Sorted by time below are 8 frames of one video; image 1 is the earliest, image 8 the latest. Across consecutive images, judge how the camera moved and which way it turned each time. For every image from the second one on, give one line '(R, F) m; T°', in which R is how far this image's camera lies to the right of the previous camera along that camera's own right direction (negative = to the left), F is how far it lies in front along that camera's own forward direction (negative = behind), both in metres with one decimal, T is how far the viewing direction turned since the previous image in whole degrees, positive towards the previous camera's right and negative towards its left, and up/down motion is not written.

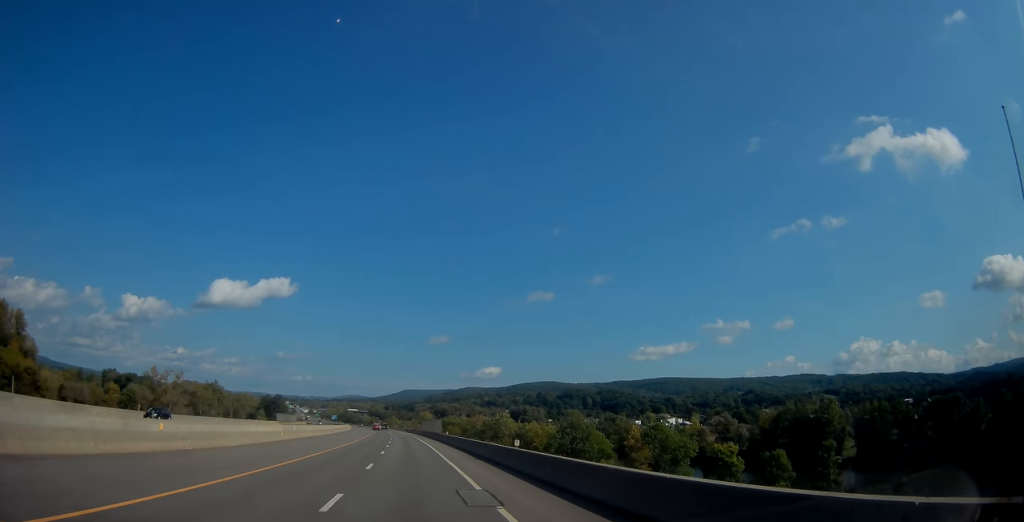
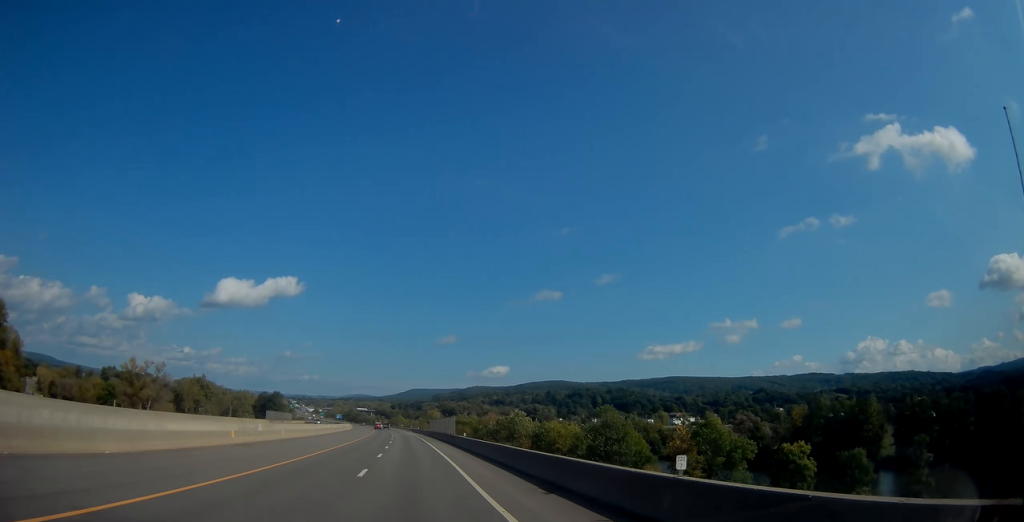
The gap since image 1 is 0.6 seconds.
(+0.3, +16.5) m; 0°
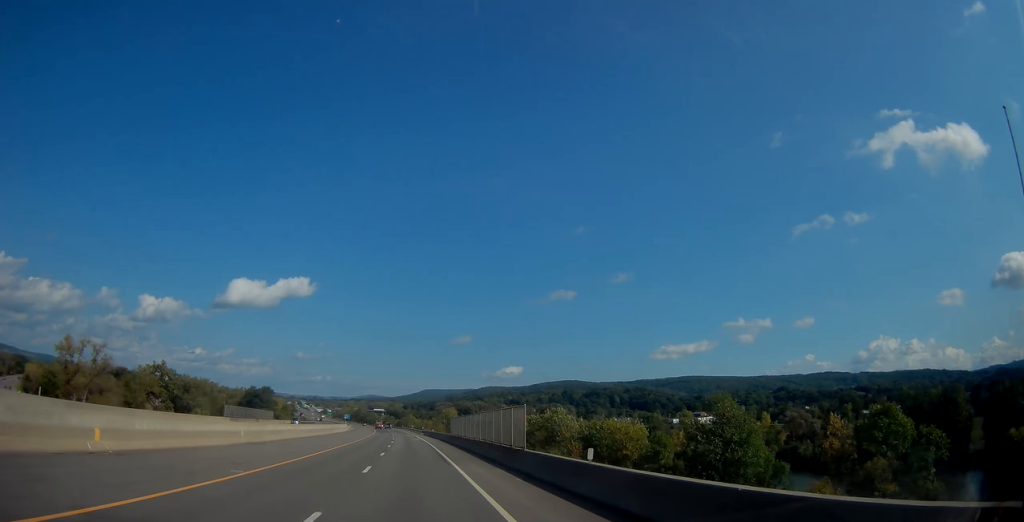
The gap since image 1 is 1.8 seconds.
(-0.7, +34.6) m; -2°
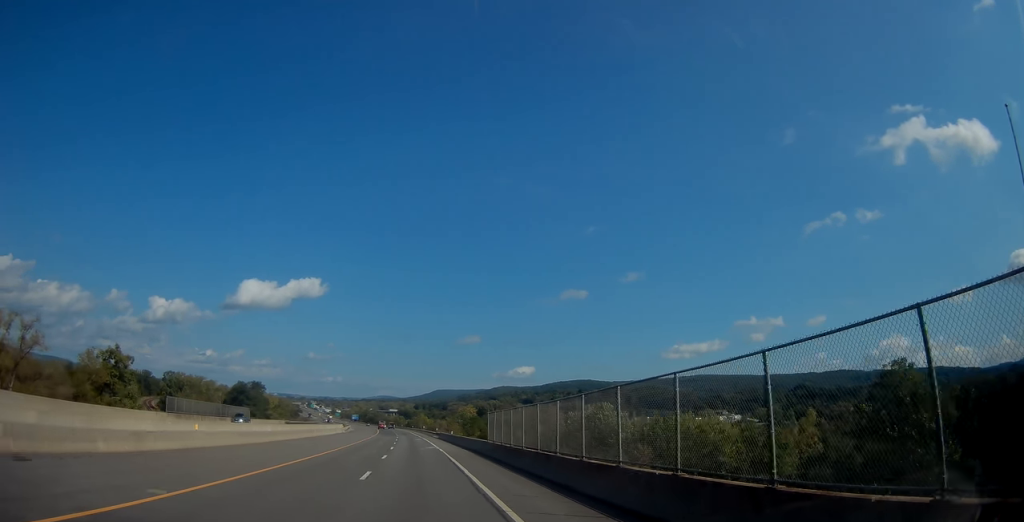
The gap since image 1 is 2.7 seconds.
(-0.4, +27.0) m; -2°
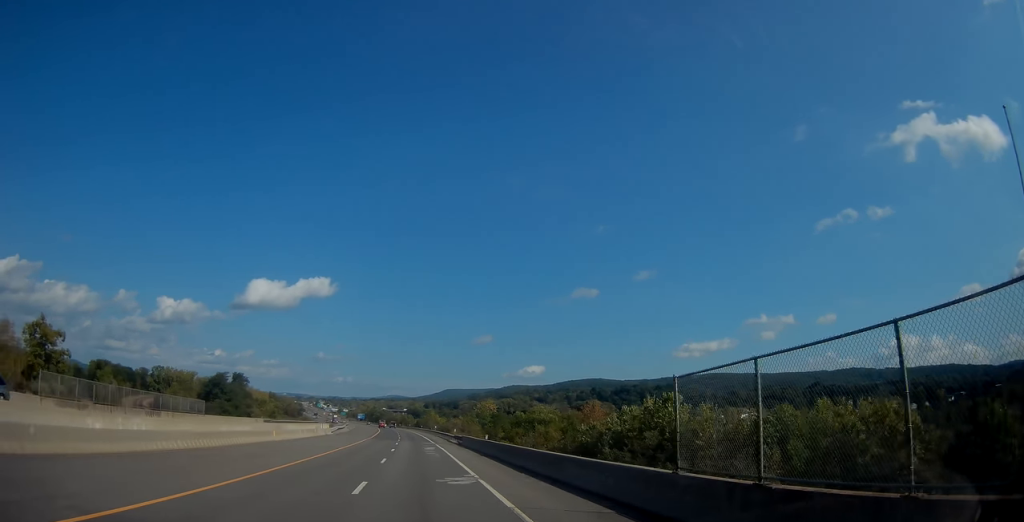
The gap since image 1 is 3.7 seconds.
(-0.4, +28.0) m; -1°
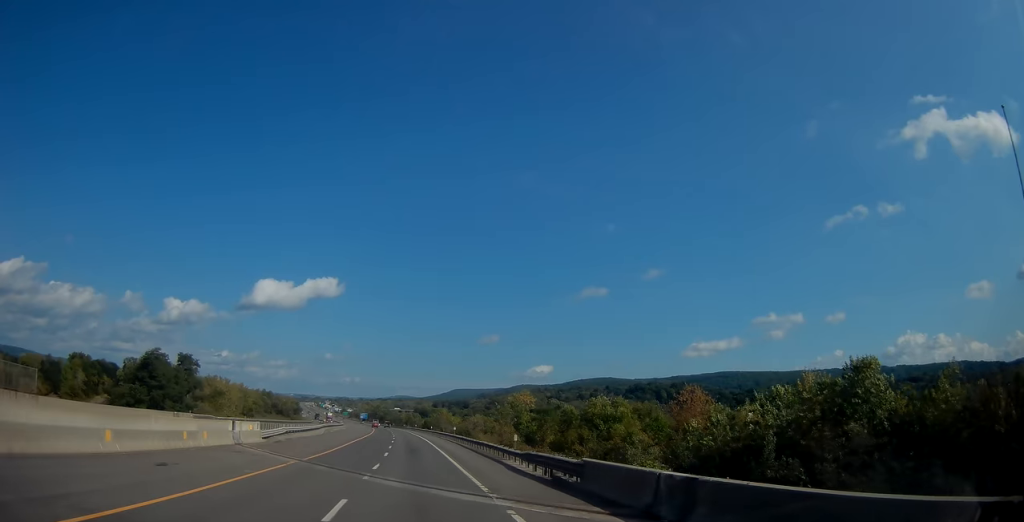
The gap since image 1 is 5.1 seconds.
(0.0, +41.4) m; 0°
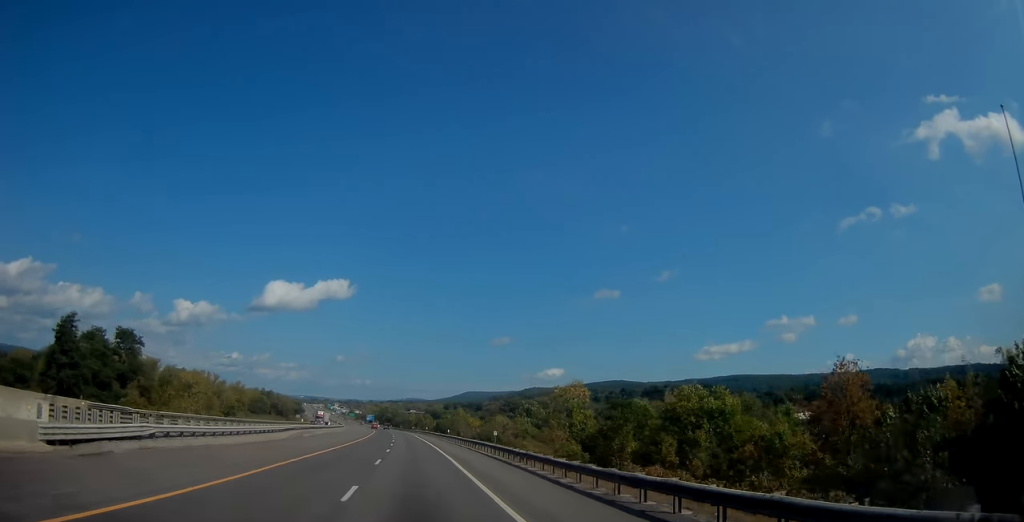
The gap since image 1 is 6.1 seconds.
(-0.2, +29.9) m; -1°
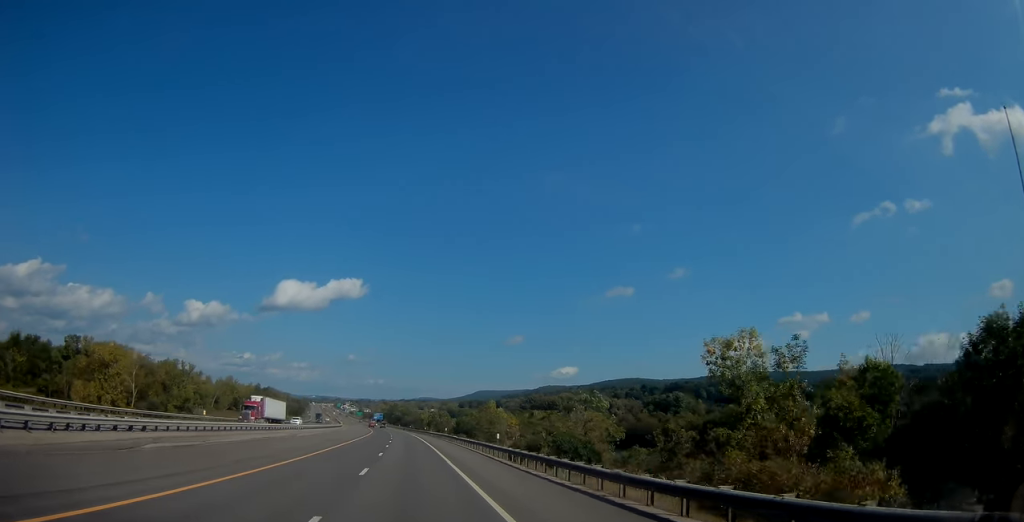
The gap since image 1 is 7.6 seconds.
(-0.3, +41.4) m; -1°
